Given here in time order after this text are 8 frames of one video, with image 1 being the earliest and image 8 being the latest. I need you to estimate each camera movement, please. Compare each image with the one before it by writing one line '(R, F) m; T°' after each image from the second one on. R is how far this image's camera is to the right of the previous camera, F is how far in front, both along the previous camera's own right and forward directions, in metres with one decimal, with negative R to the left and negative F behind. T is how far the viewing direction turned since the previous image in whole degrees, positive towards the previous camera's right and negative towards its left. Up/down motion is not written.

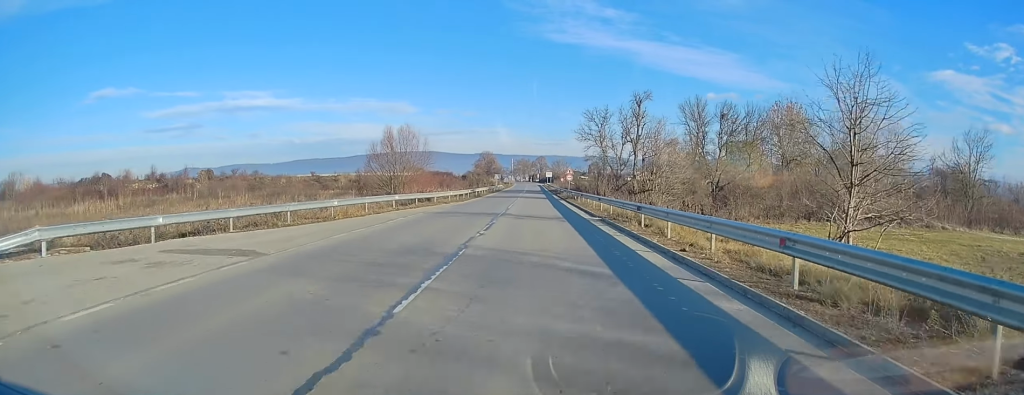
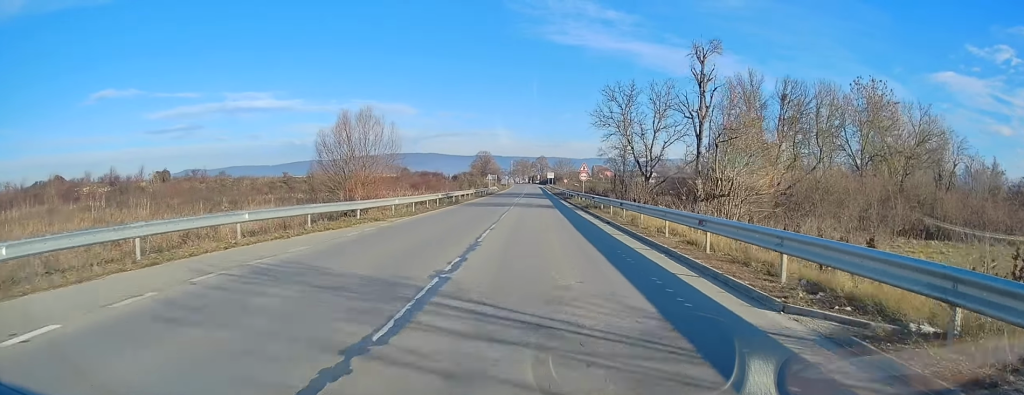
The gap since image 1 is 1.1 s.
(0.0, +19.7) m; 0°
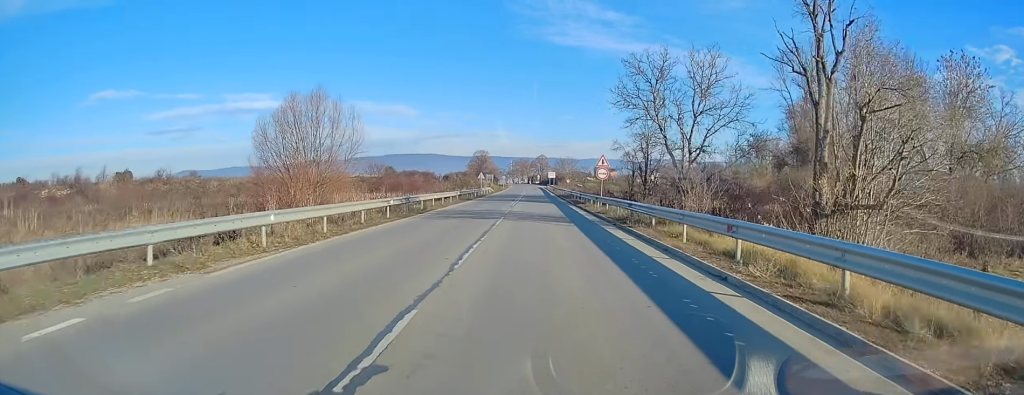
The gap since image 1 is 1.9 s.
(0.0, +14.0) m; 0°
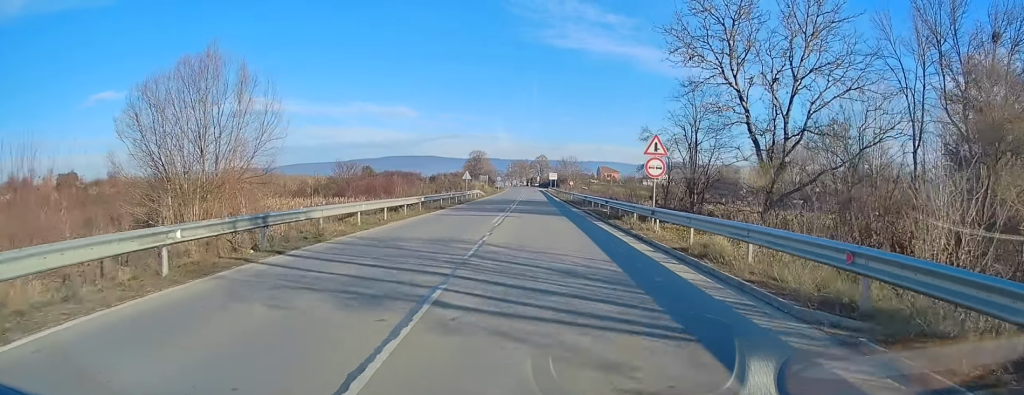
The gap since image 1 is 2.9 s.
(-0.2, +16.6) m; 0°
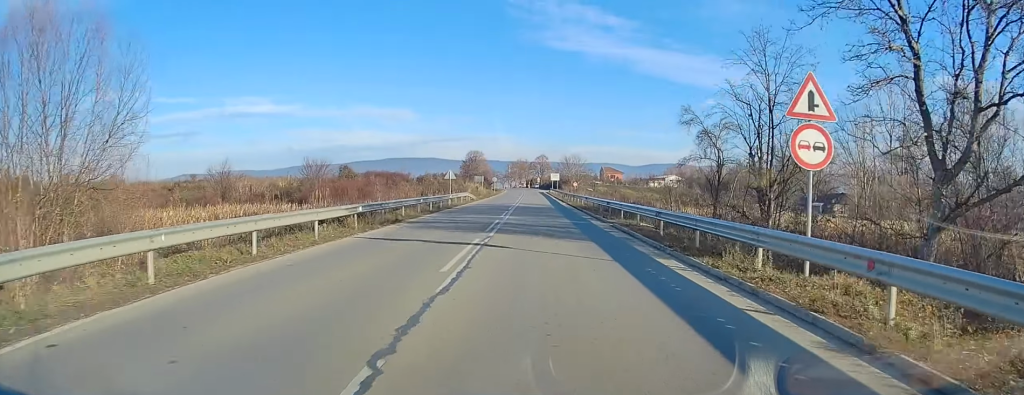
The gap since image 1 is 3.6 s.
(+0.1, +12.5) m; +1°
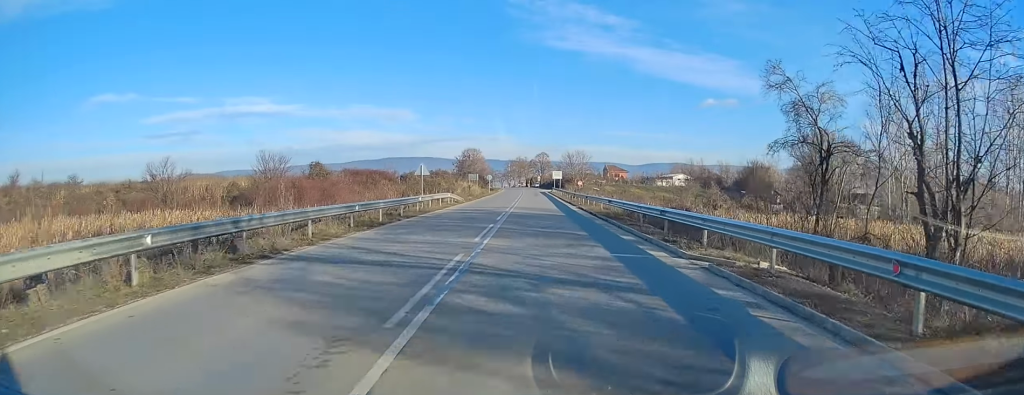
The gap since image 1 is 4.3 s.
(+0.1, +12.5) m; 0°
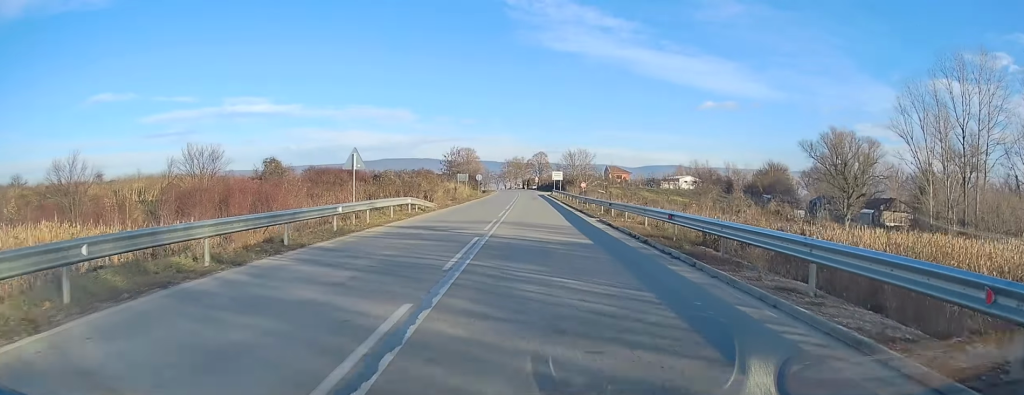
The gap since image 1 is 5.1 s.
(0.0, +13.6) m; 0°
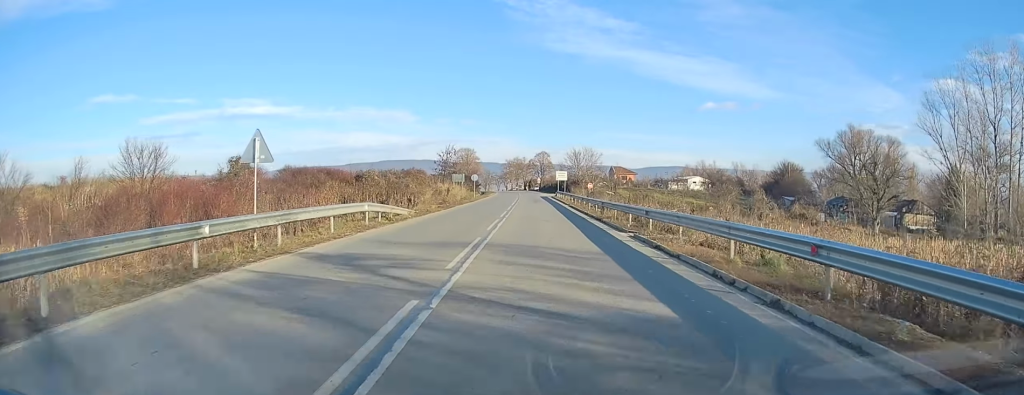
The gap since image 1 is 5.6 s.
(-0.1, +8.5) m; 0°
